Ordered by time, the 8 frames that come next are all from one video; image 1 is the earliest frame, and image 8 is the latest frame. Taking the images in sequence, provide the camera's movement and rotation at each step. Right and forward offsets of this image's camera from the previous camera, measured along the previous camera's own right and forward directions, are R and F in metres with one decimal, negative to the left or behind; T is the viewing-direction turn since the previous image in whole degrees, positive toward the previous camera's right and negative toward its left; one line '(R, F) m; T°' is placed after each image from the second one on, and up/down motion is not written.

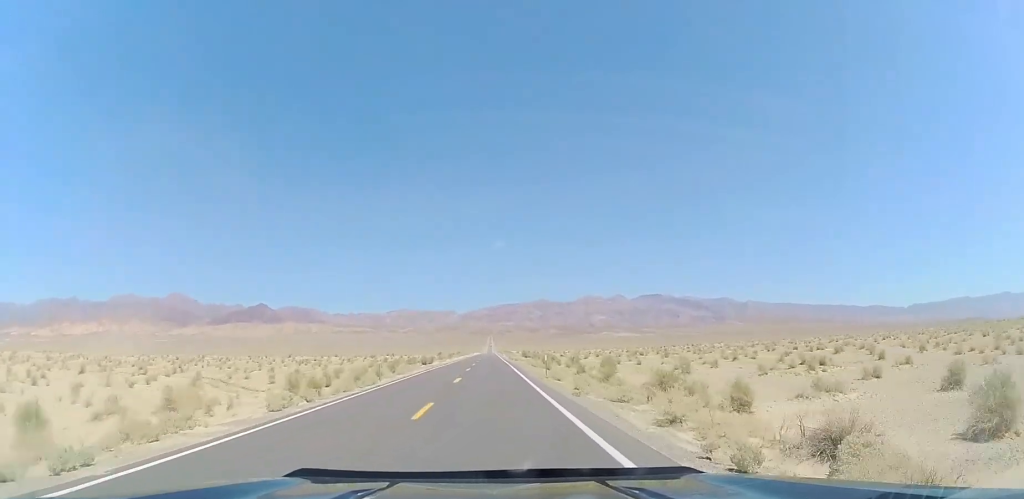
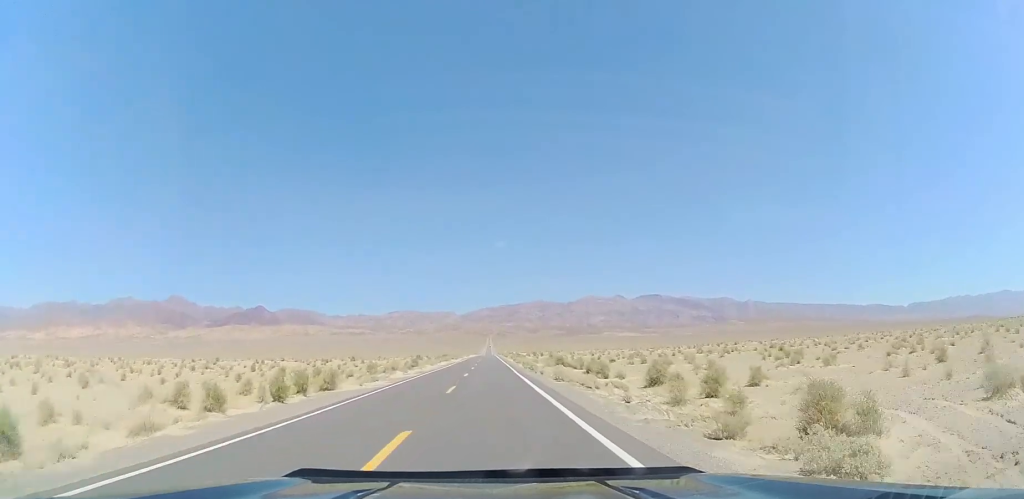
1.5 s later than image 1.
(-0.3, +50.9) m; -1°
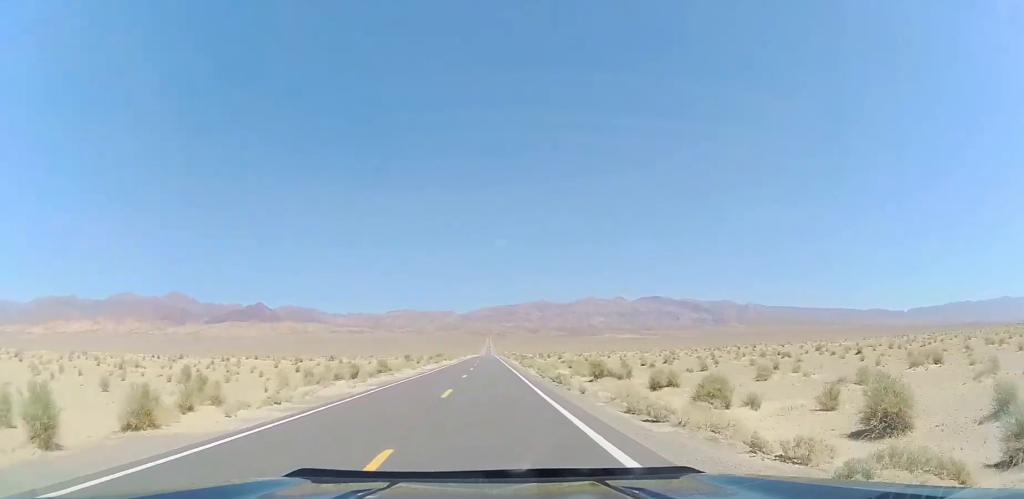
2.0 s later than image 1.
(-0.1, +17.0) m; 0°
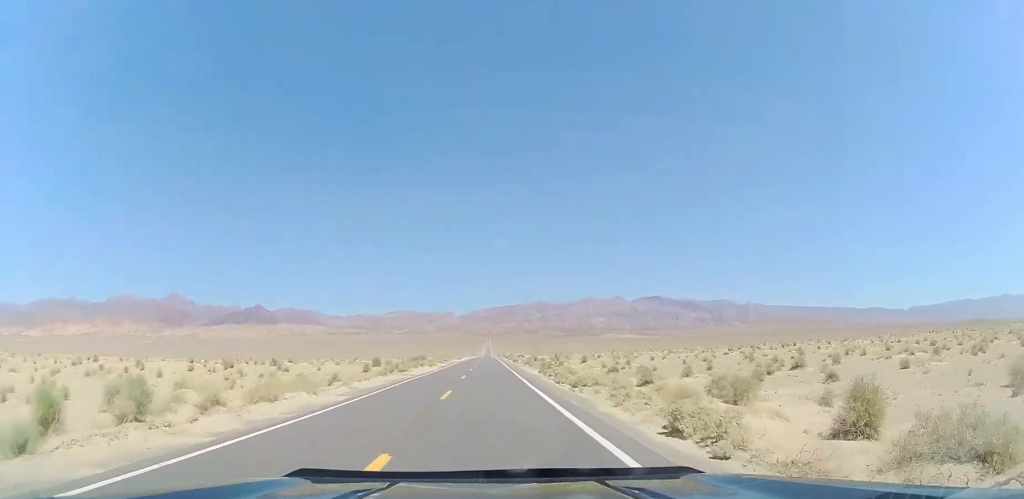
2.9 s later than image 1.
(+0.2, +29.3) m; 0°
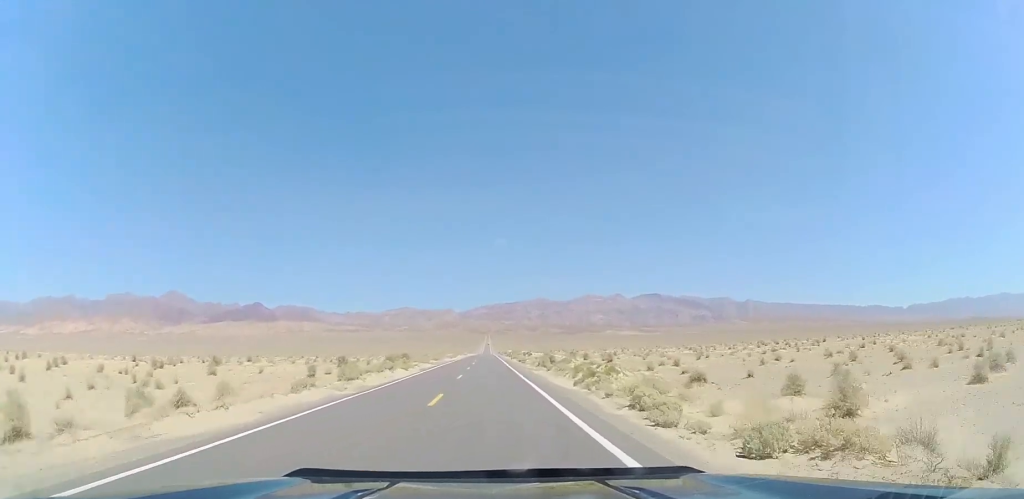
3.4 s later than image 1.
(0.0, +18.0) m; 0°
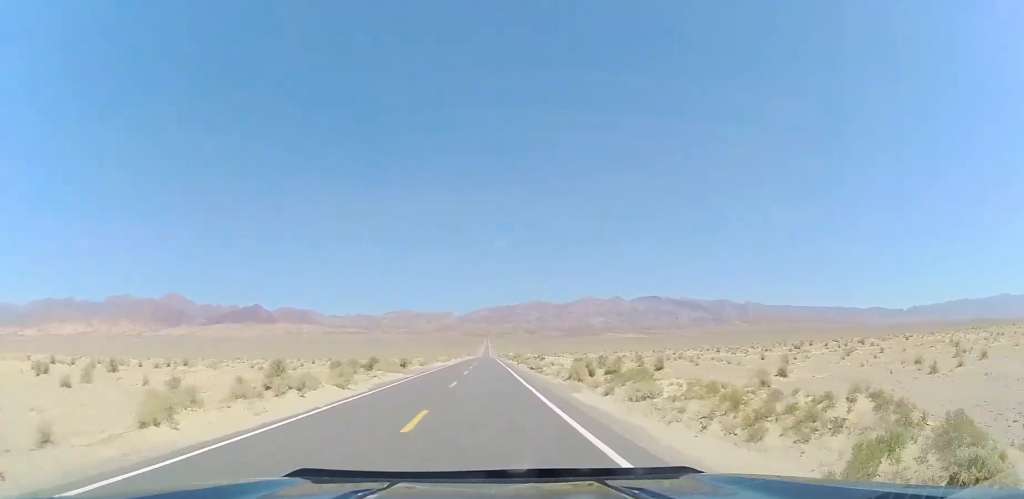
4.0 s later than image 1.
(0.0, +19.2) m; 0°
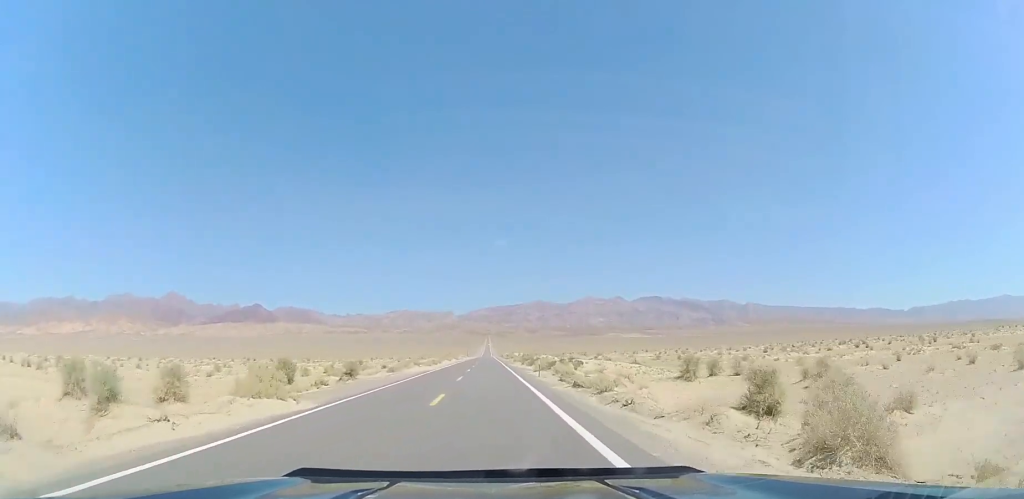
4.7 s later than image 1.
(+0.1, +23.7) m; 0°
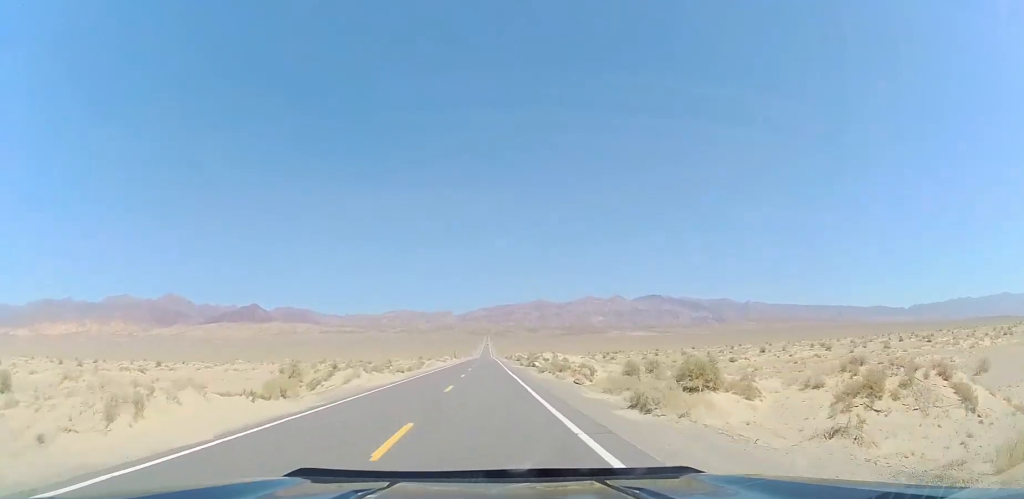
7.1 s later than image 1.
(+0.1, +81.1) m; 0°
